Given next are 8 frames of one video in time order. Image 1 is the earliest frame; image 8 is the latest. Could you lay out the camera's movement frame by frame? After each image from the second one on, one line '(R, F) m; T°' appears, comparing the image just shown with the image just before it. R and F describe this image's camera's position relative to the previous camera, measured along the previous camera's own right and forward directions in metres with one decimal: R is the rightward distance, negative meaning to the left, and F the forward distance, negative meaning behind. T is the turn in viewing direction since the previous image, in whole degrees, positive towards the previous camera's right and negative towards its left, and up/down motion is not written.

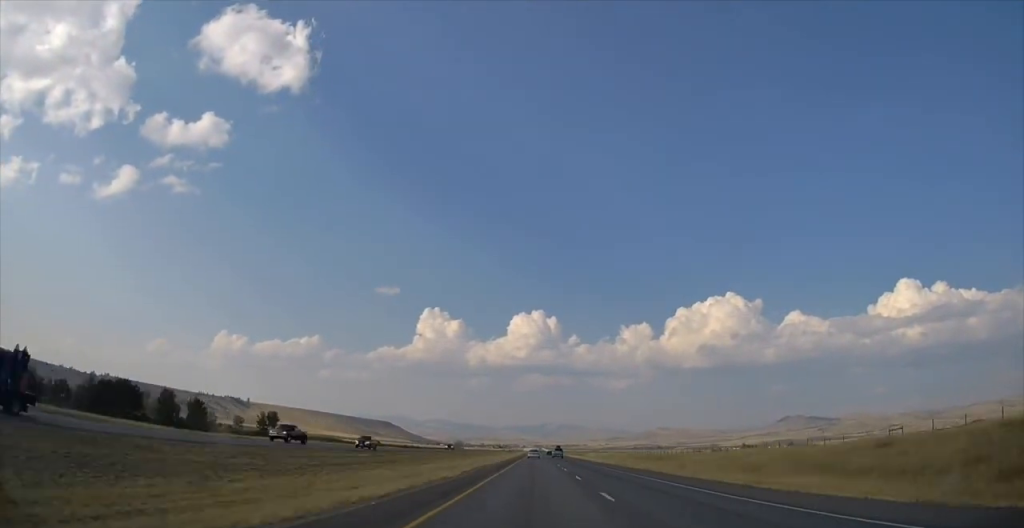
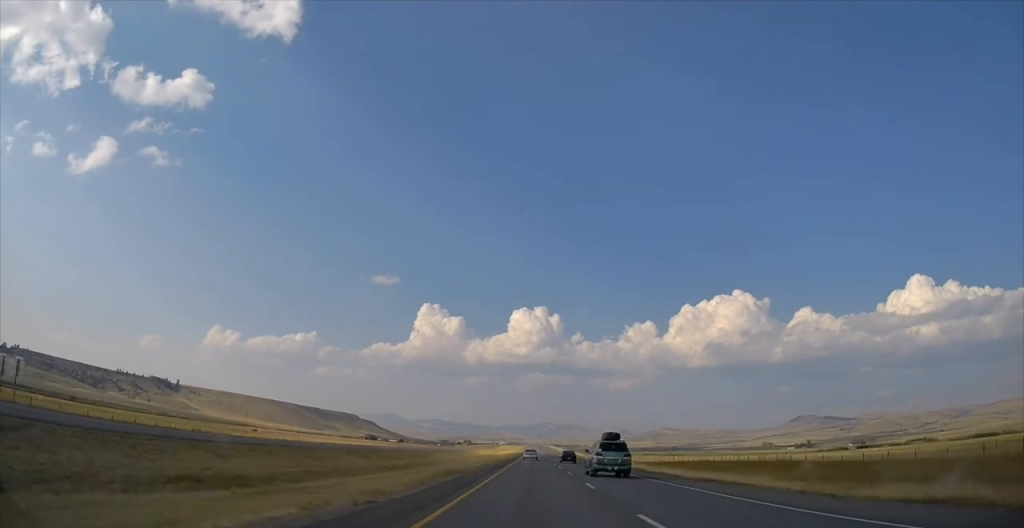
(+0.4, +568.1) m; 0°
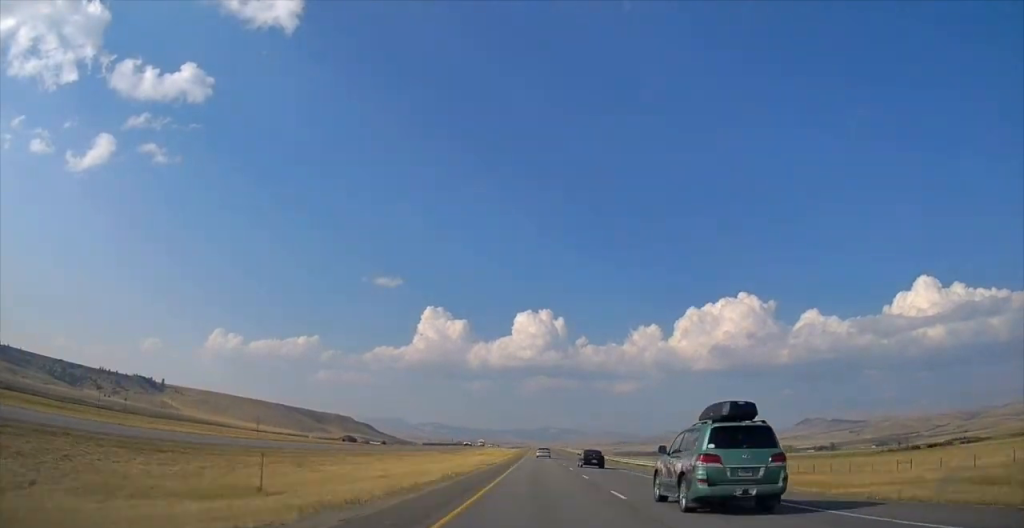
(+0.1, +127.8) m; 0°
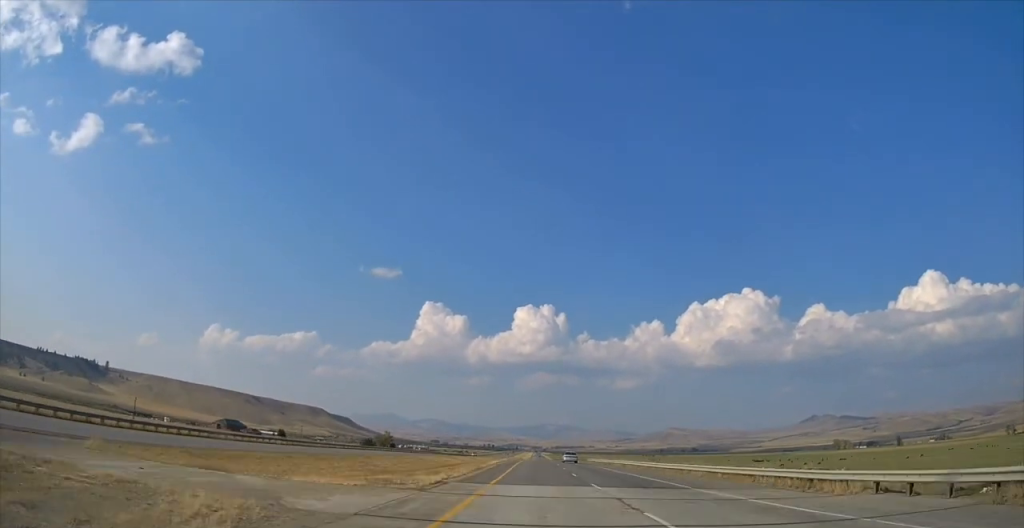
(+0.2, +329.9) m; 0°
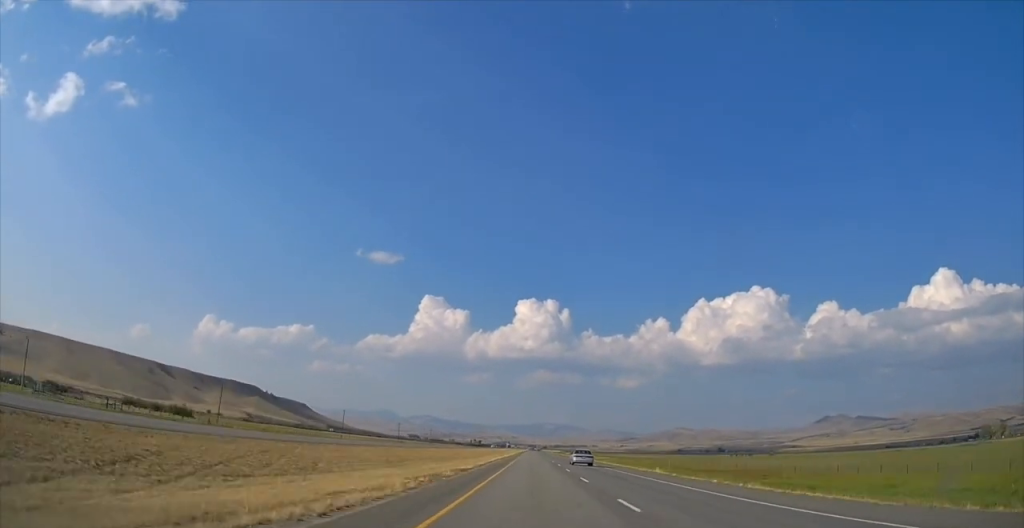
(+1.2, +531.8) m; 0°
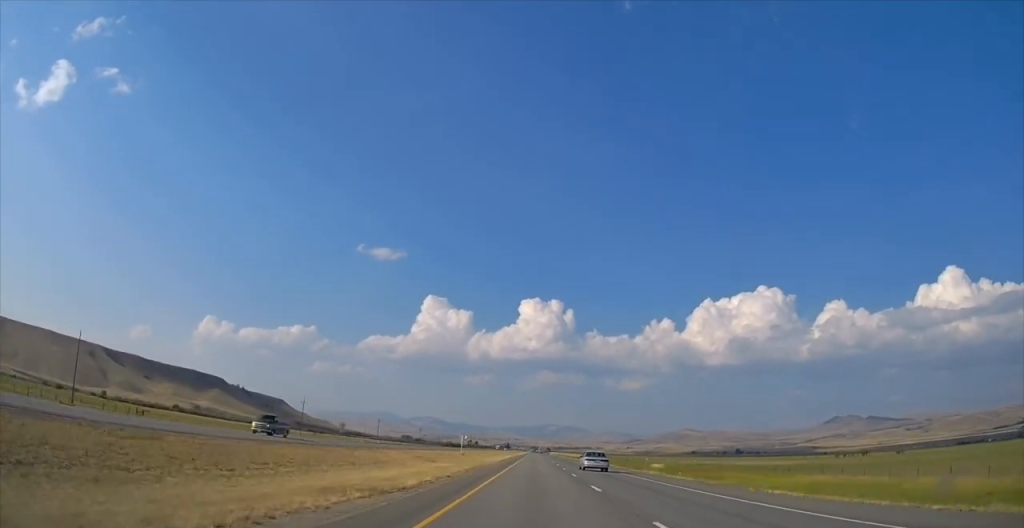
(-0.1, +226.8) m; 0°
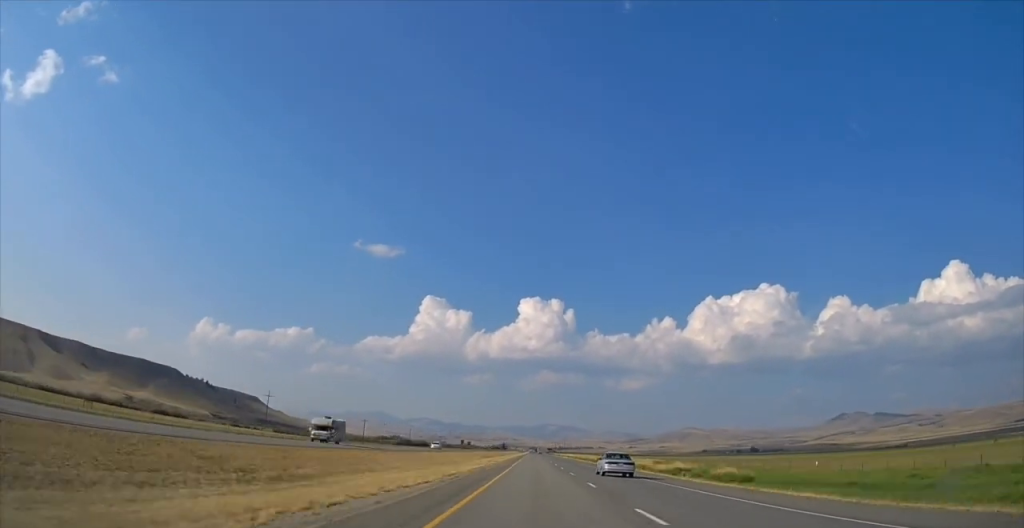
(-0.1, +207.0) m; 0°
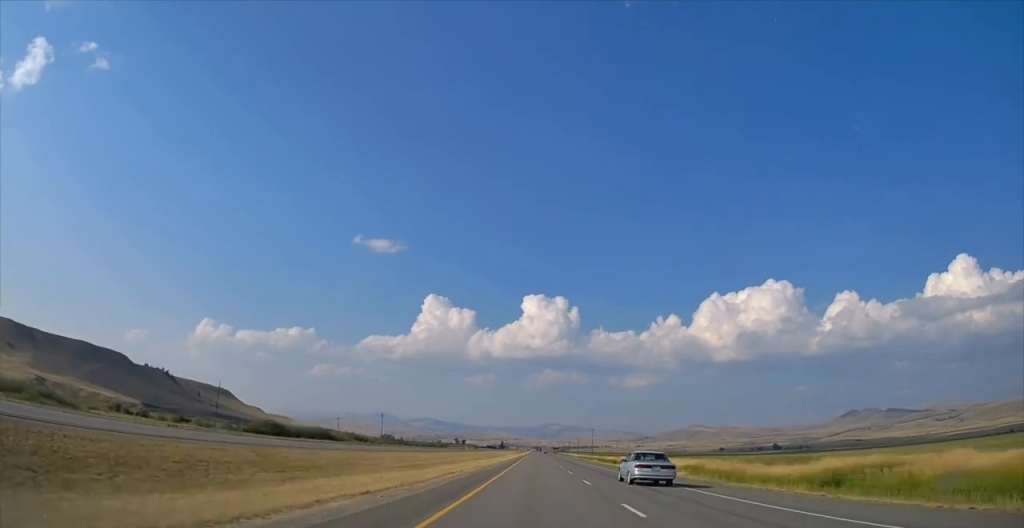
(-0.4, +207.5) m; 0°
